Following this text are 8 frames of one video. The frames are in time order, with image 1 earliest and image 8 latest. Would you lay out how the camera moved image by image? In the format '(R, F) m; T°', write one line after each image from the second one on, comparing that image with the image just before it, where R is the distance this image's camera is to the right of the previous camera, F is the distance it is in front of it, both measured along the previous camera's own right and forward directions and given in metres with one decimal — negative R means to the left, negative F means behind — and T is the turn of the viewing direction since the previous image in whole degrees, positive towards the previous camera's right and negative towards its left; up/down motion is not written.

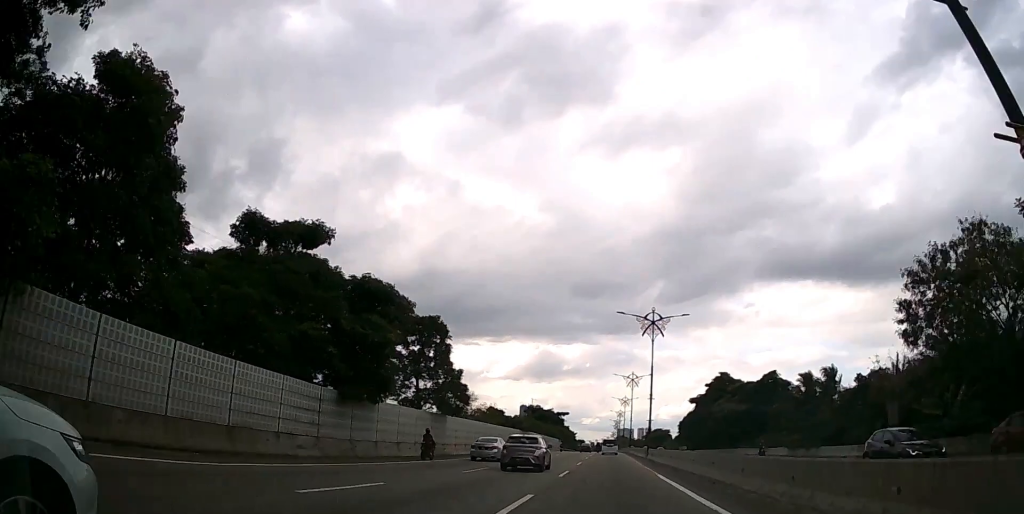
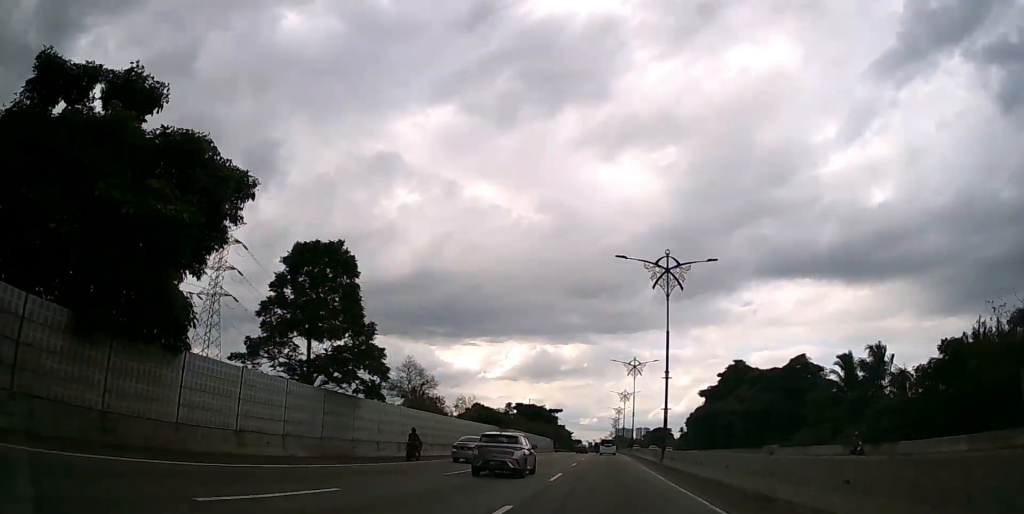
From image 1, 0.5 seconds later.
(0.0, +14.3) m; 0°
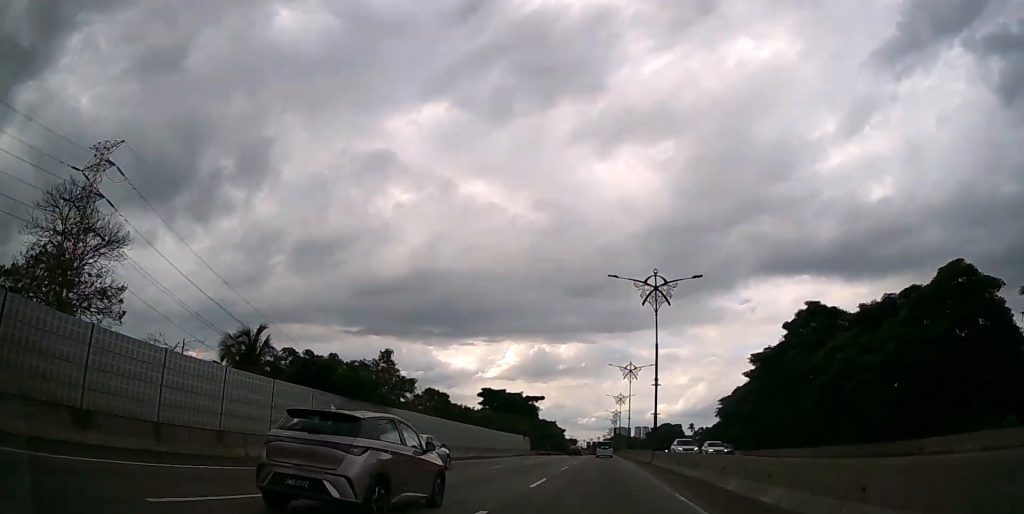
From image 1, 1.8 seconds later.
(+0.1, +36.9) m; 0°
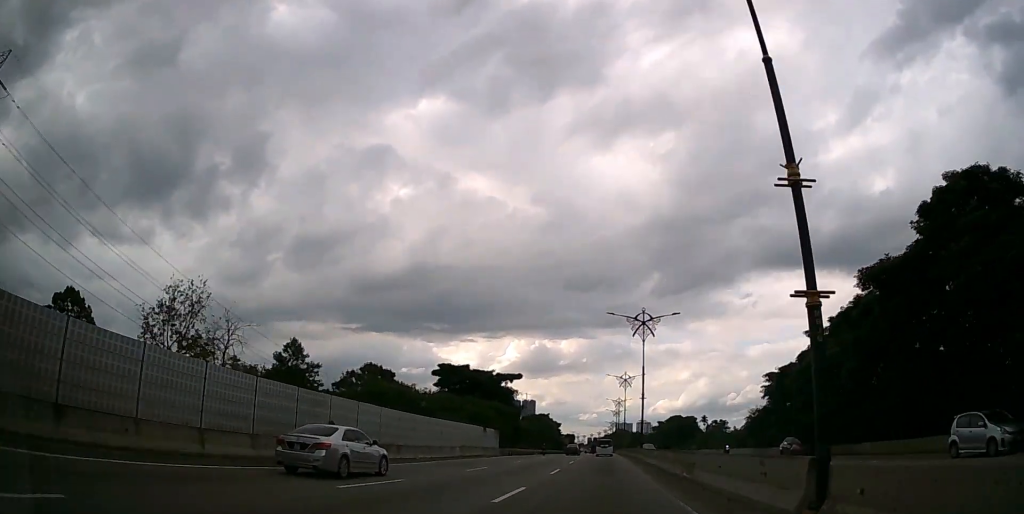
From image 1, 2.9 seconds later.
(0.0, +28.4) m; 0°
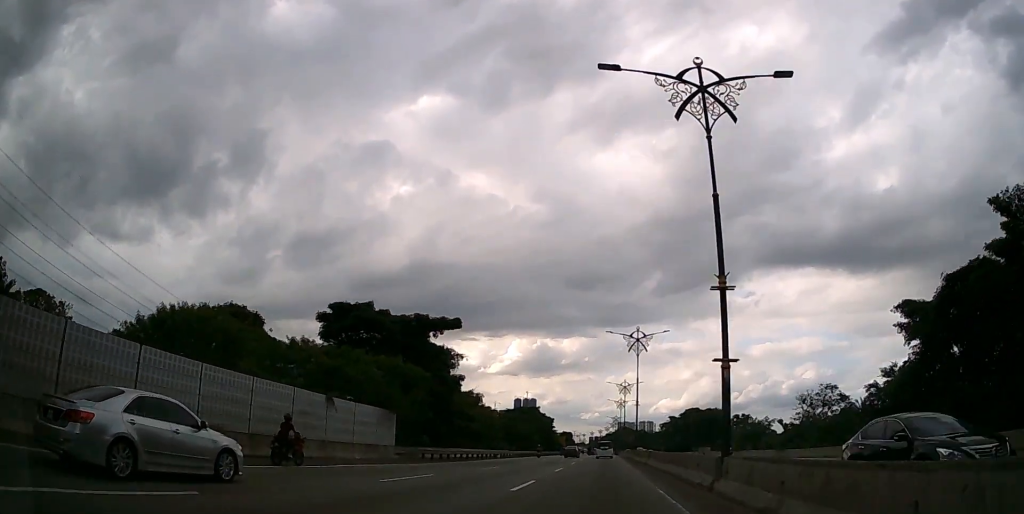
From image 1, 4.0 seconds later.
(-0.1, +32.9) m; 0°
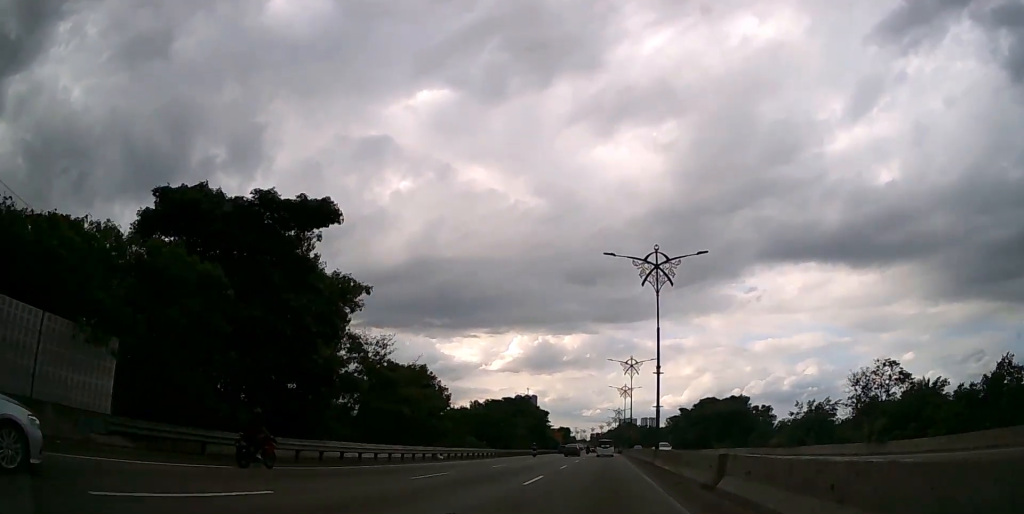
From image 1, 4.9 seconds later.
(-0.1, +22.3) m; 0°
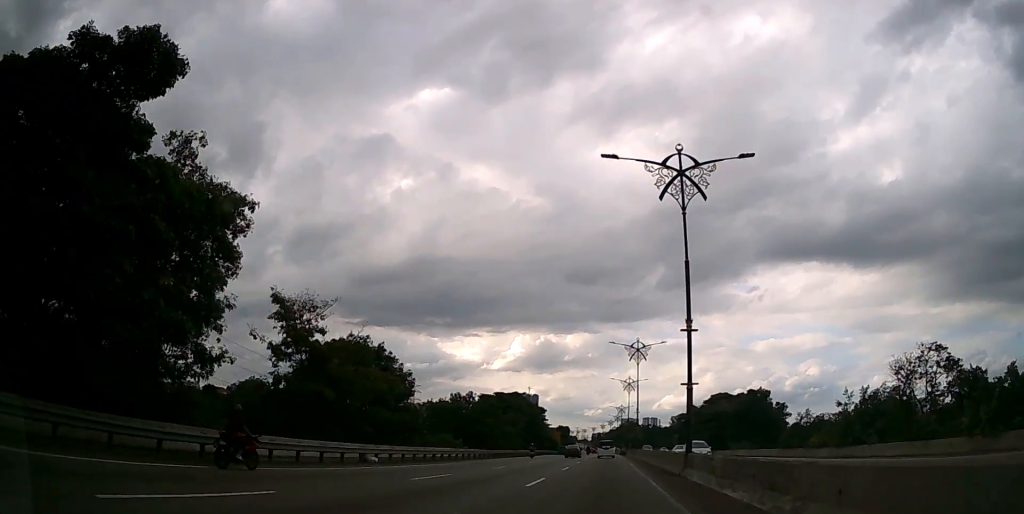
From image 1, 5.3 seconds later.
(0.0, +11.4) m; 0°
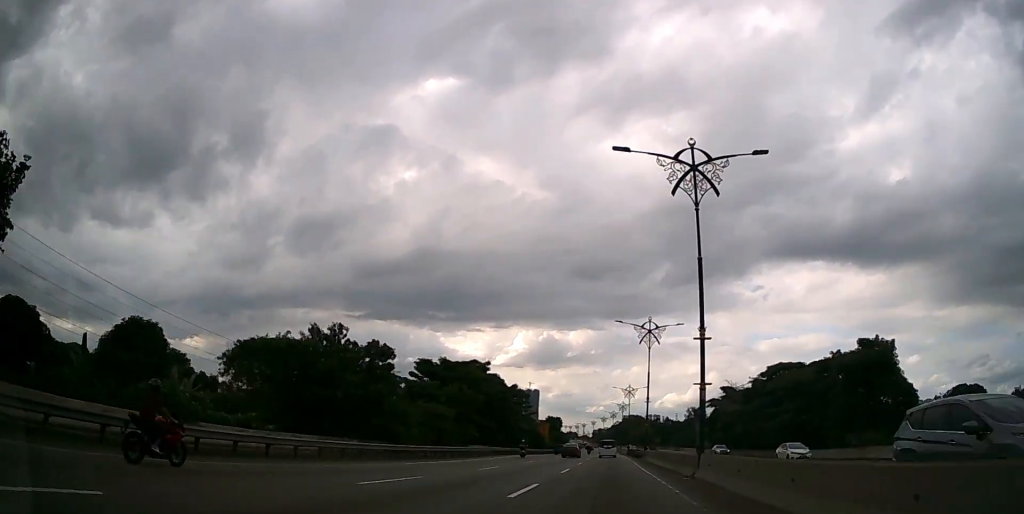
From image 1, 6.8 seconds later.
(-0.1, +41.1) m; 0°
